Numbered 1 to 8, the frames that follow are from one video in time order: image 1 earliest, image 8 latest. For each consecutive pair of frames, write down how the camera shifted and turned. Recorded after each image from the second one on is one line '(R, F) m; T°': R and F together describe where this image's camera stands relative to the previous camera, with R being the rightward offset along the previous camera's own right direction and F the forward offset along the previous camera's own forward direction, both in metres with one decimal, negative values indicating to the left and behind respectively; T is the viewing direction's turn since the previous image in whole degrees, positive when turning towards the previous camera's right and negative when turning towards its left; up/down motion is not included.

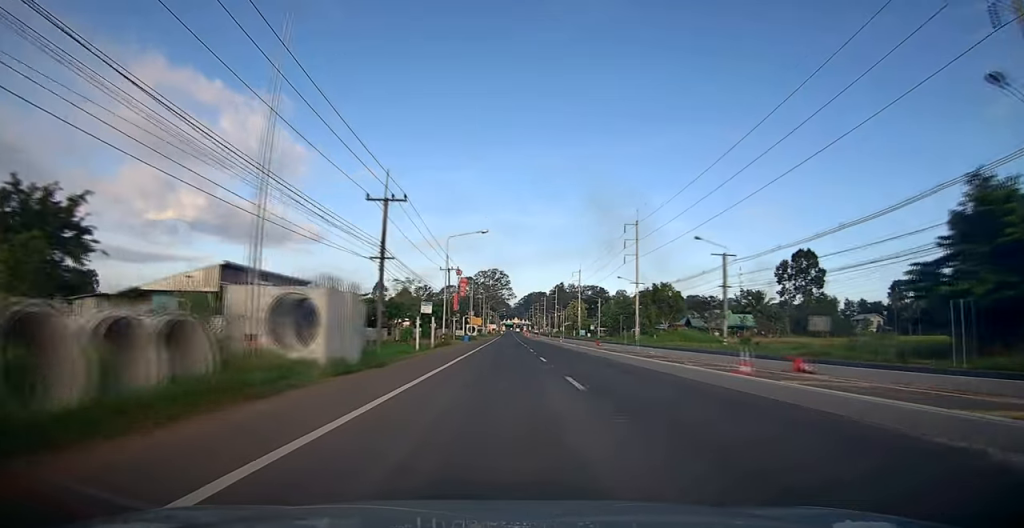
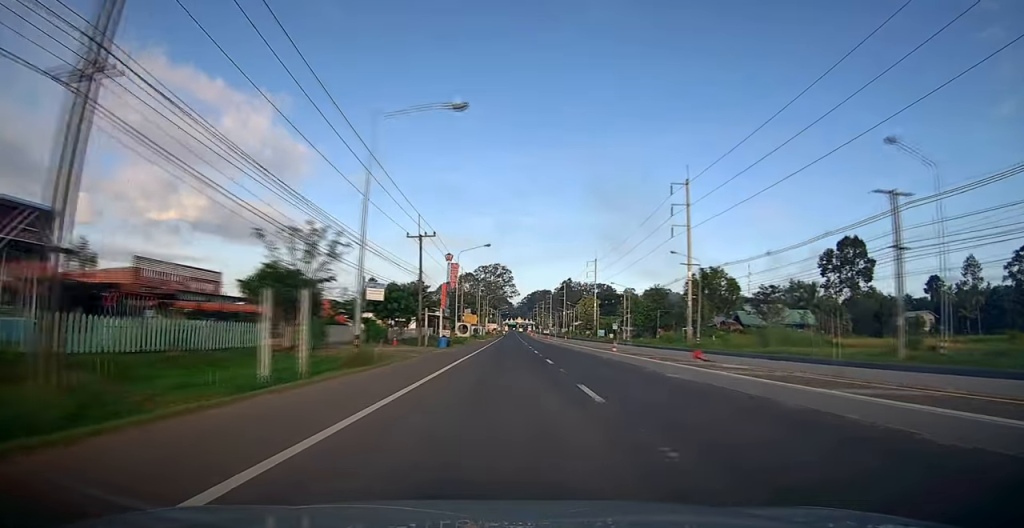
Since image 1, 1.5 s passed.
(-0.1, +25.8) m; 0°
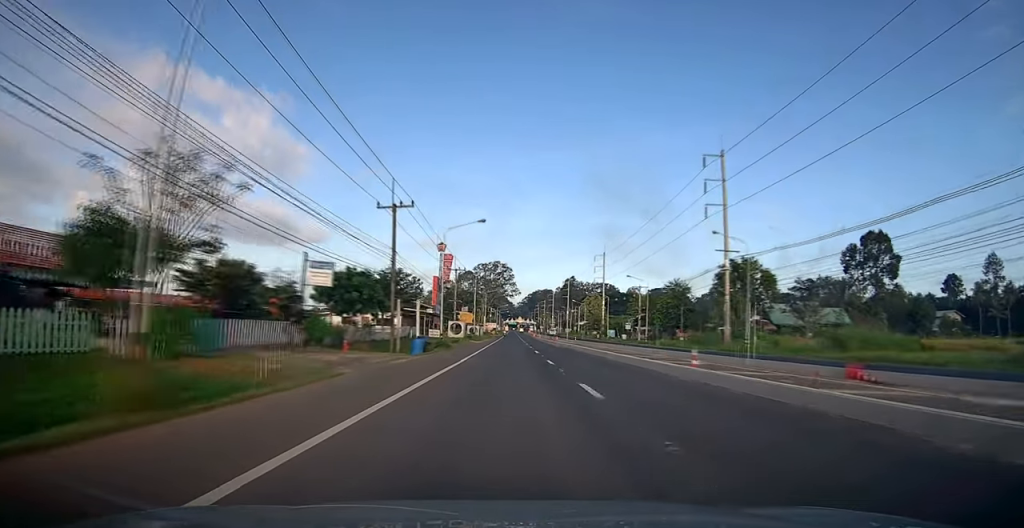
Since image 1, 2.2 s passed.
(0.0, +11.5) m; 0°
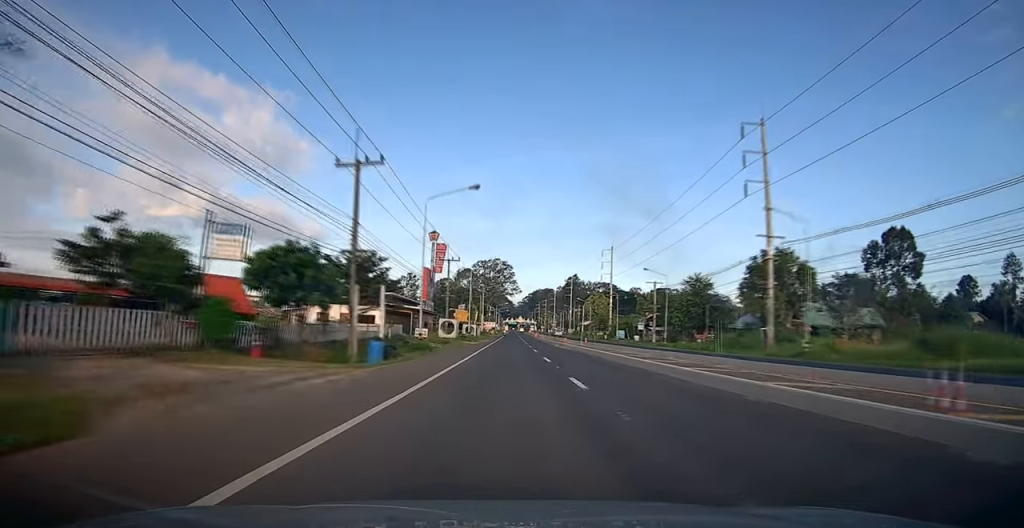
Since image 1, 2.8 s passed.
(+0.1, +9.5) m; 0°
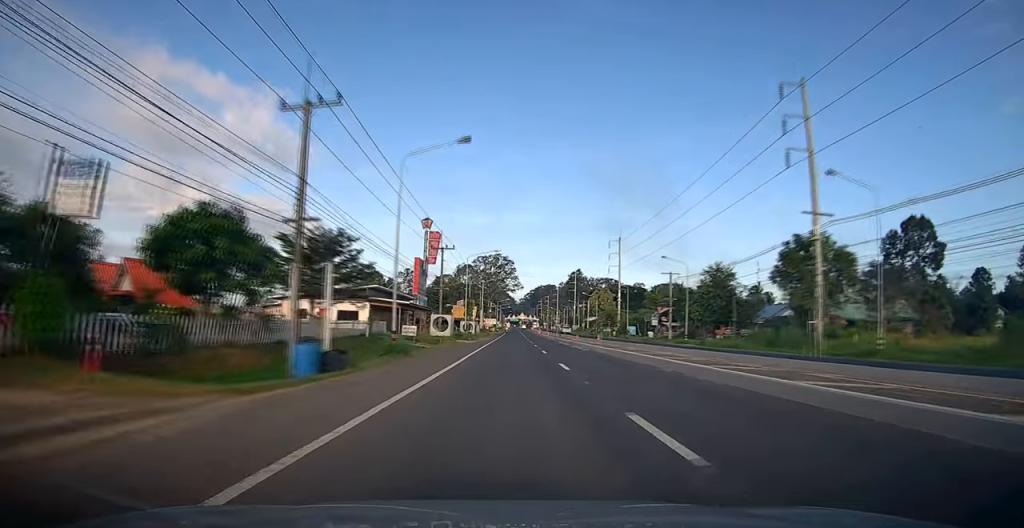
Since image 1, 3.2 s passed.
(0.0, +7.5) m; 0°
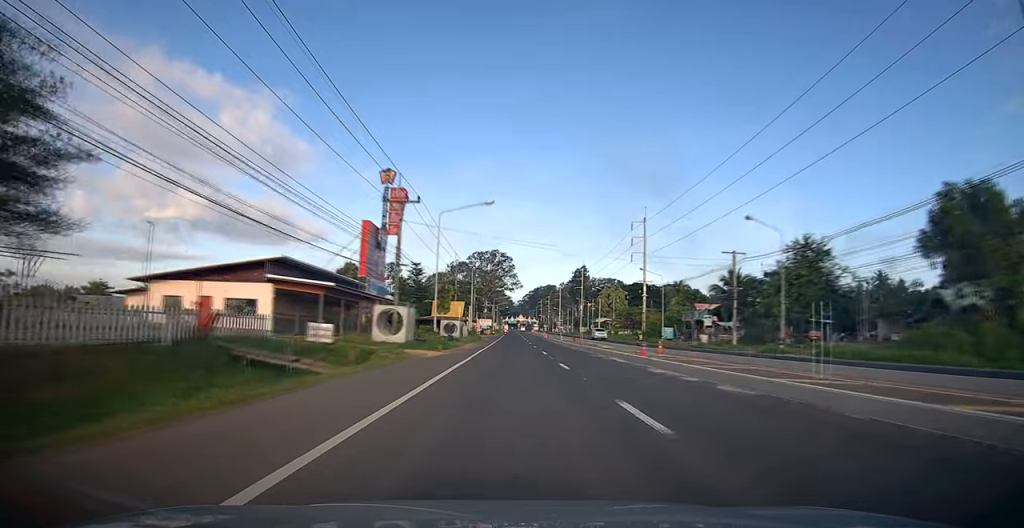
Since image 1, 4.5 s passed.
(-0.1, +22.4) m; 0°
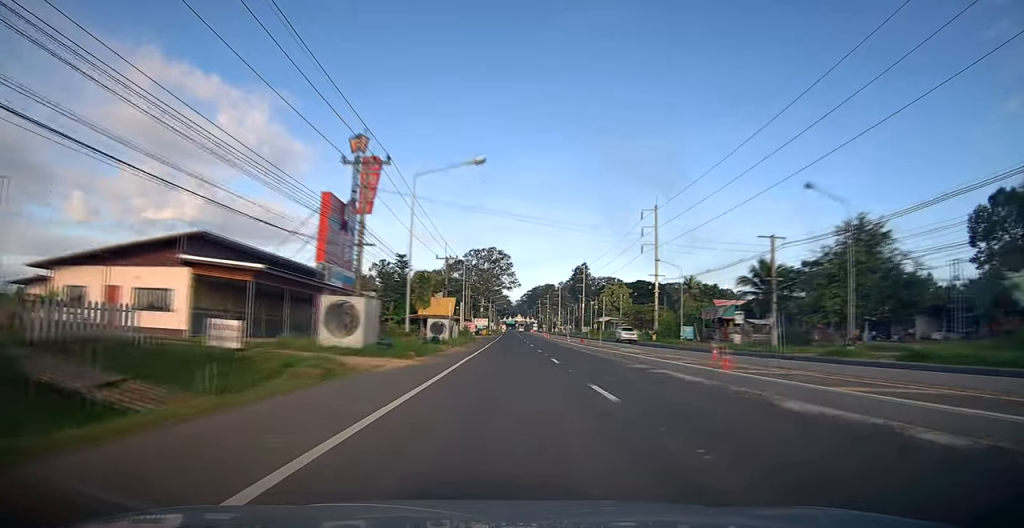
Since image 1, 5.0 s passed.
(0.0, +8.8) m; 0°
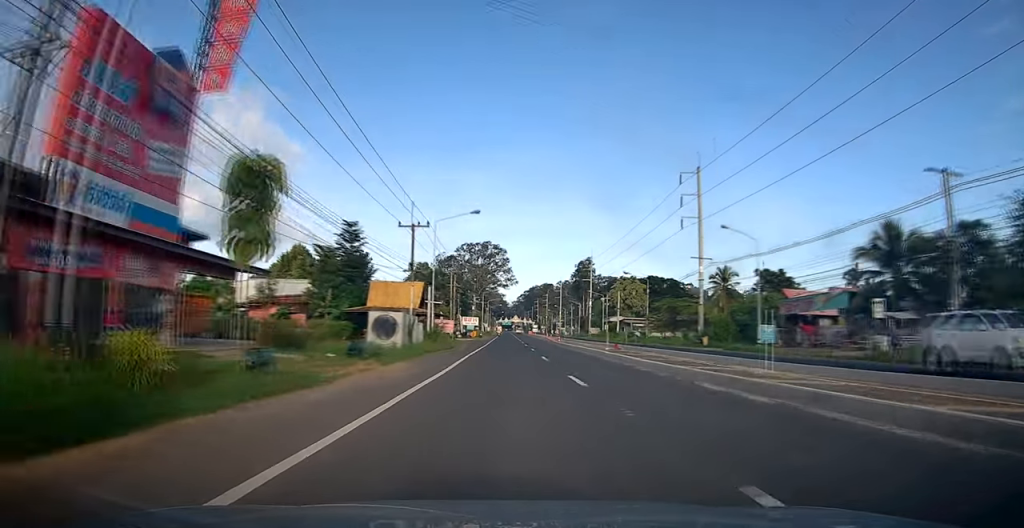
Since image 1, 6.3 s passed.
(0.0, +20.9) m; 0°
